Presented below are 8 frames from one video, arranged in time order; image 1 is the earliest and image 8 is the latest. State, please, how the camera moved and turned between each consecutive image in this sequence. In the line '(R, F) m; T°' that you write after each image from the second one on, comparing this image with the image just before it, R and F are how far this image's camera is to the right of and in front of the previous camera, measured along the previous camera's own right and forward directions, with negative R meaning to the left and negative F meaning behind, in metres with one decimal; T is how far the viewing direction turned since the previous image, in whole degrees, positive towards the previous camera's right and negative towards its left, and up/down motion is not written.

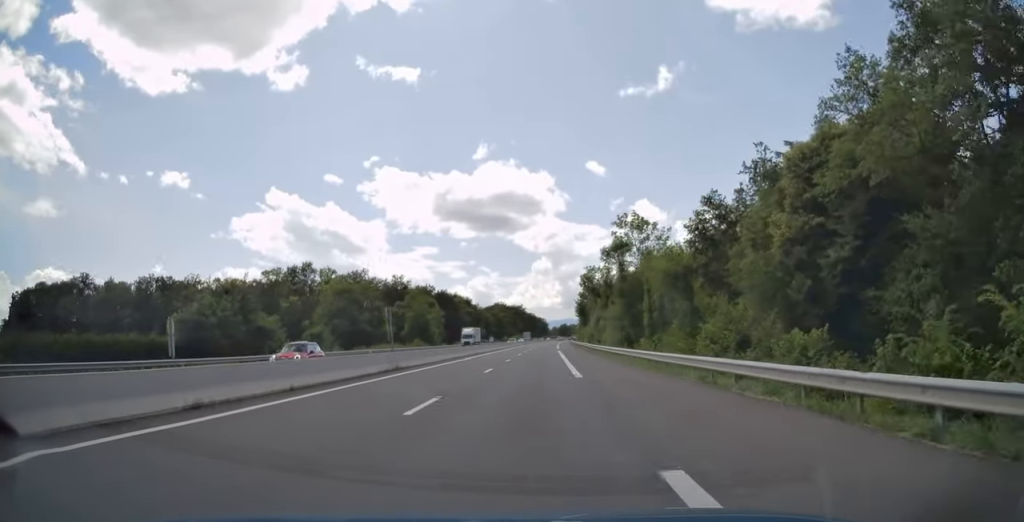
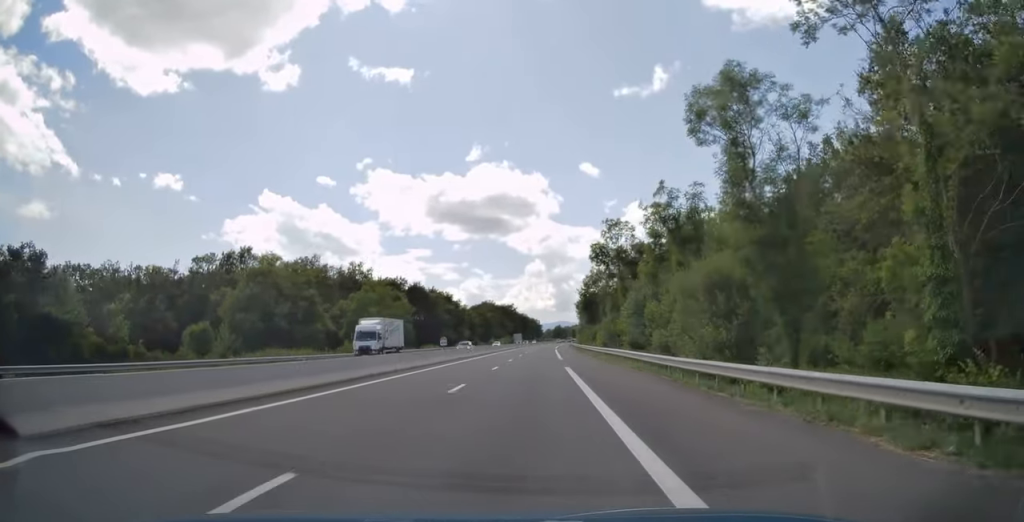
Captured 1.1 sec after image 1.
(+0.4, +35.0) m; +1°
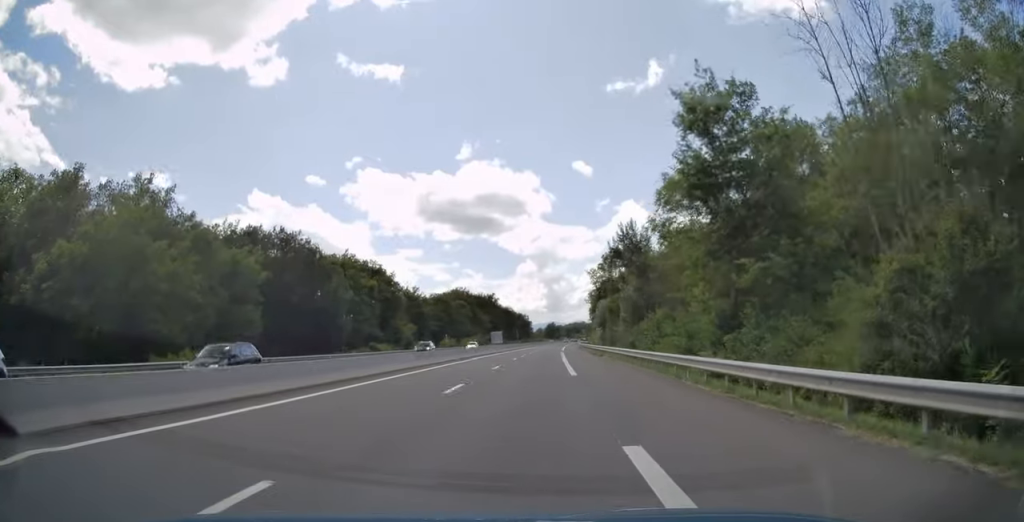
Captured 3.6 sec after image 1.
(+1.3, +81.1) m; +2°
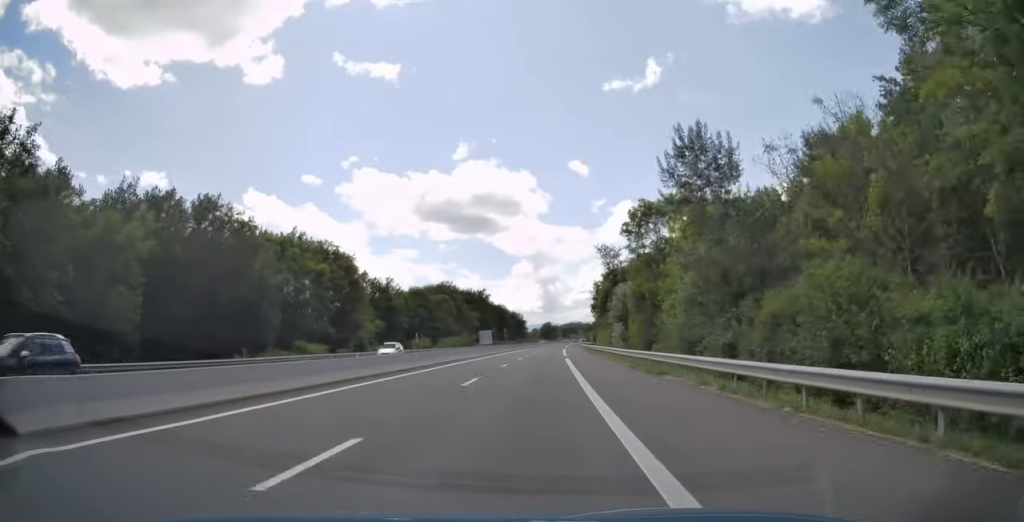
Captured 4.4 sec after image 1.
(0.0, +24.1) m; 0°
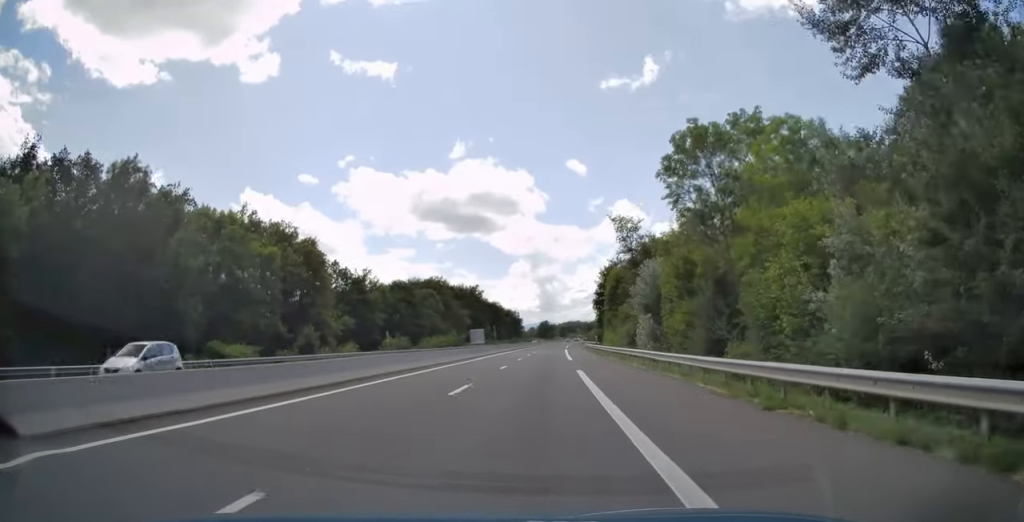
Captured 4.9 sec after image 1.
(0.0, +16.6) m; 0°
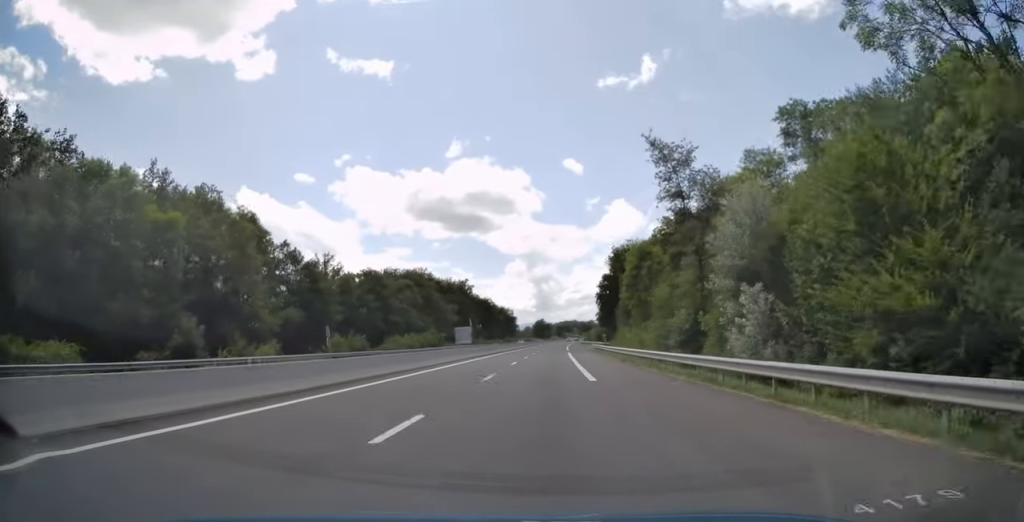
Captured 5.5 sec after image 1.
(0.0, +20.9) m; 0°
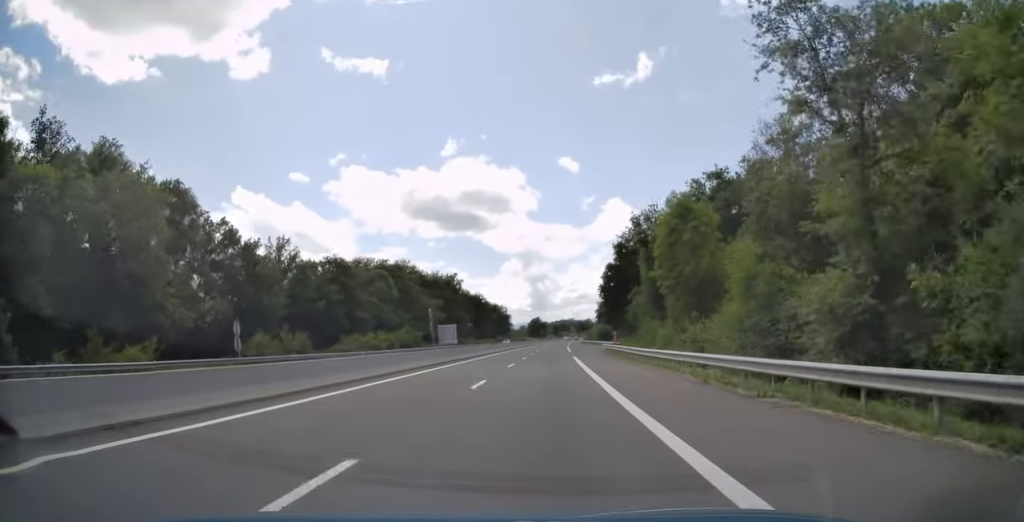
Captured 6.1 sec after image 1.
(-0.1, +17.7) m; 0°
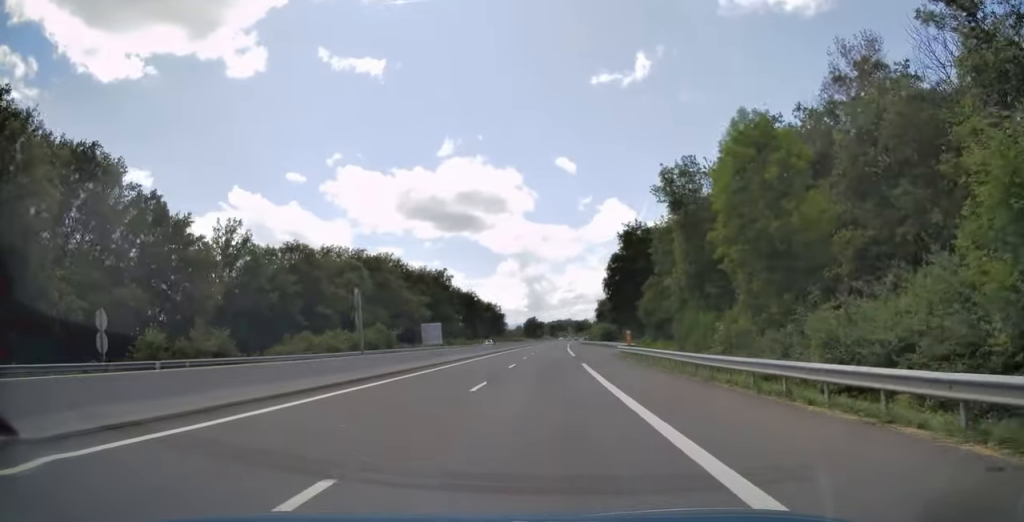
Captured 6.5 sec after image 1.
(+0.2, +14.5) m; 0°
